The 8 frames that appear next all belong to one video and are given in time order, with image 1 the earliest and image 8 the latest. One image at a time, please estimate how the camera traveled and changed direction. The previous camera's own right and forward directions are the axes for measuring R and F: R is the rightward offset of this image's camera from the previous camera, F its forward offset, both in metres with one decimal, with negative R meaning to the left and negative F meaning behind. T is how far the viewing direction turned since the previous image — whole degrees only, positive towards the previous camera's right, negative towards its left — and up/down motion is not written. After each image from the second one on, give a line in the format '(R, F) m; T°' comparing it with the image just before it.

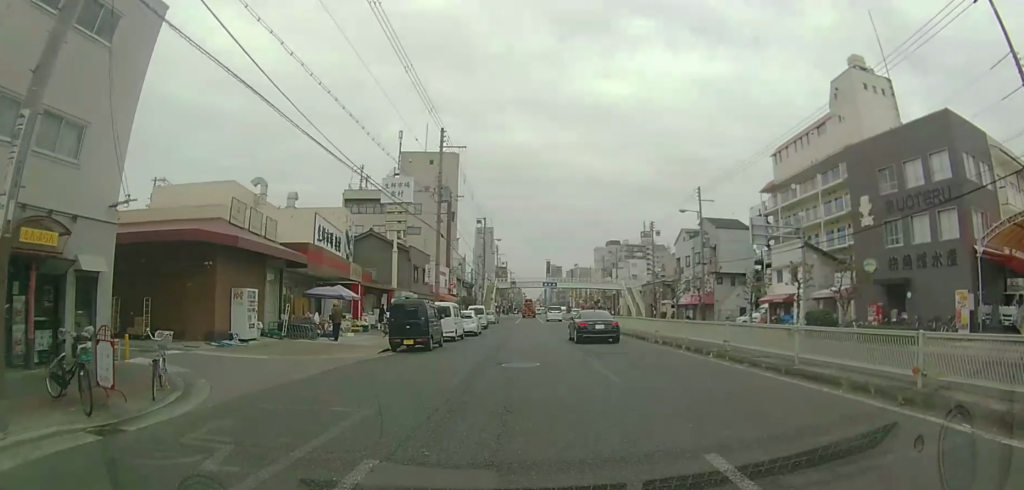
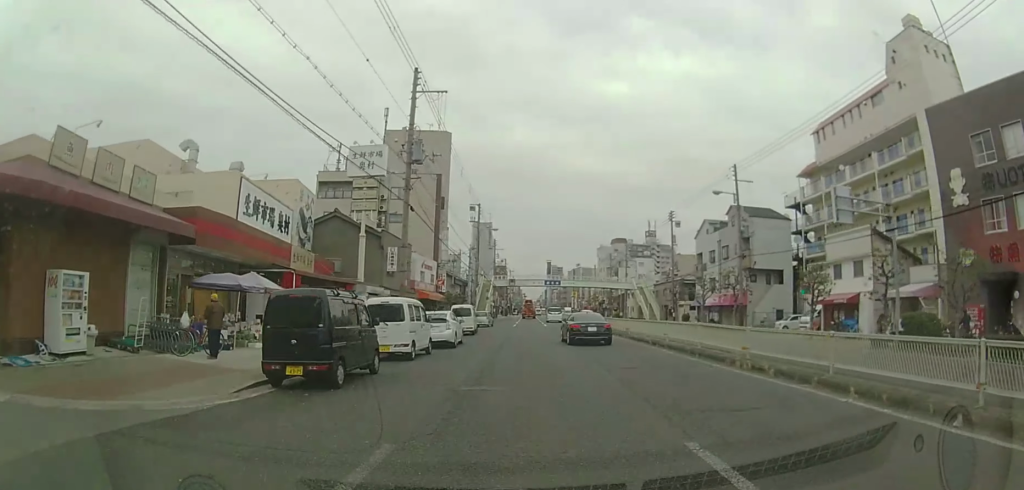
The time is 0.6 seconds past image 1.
(+0.1, +9.4) m; -1°
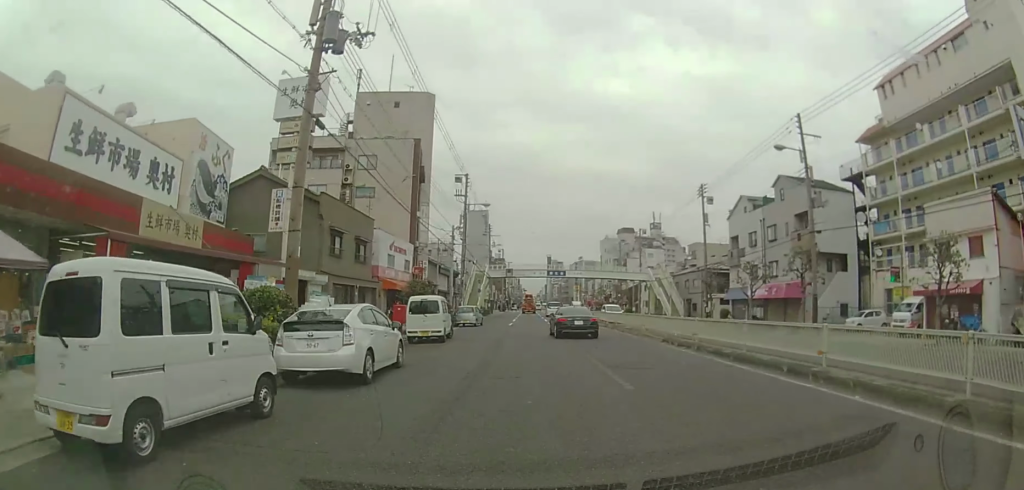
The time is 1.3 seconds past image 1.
(-0.4, +11.9) m; -1°
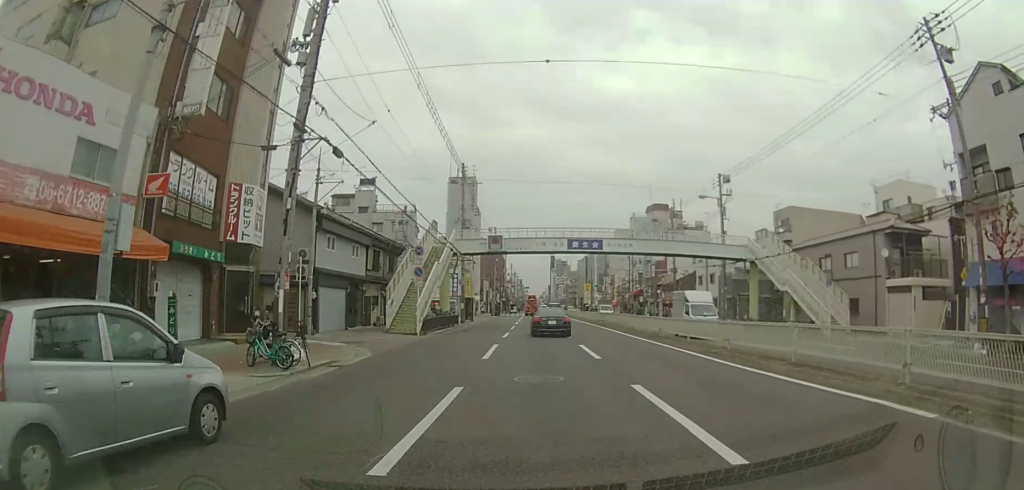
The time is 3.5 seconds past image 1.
(+0.3, +35.1) m; +1°
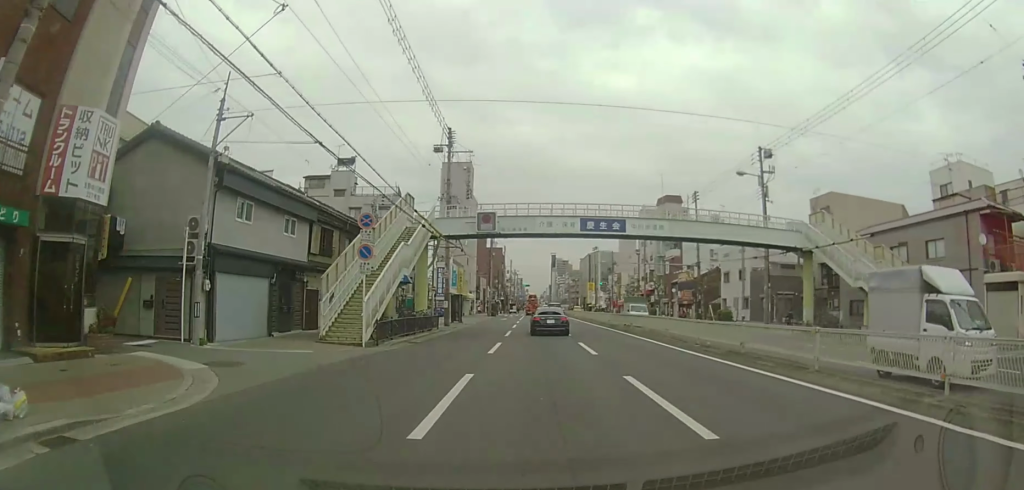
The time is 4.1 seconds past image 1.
(0.0, +9.3) m; 0°
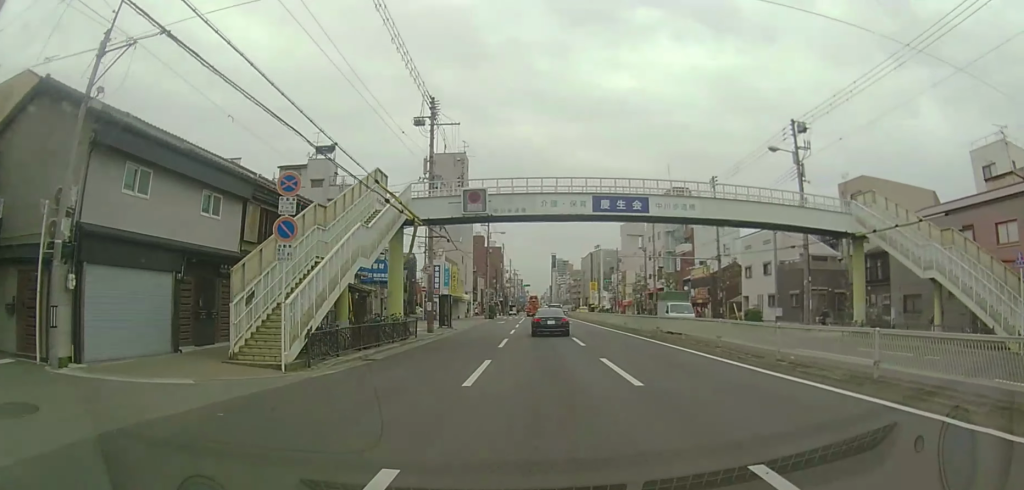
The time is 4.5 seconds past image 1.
(0.0, +6.2) m; 0°
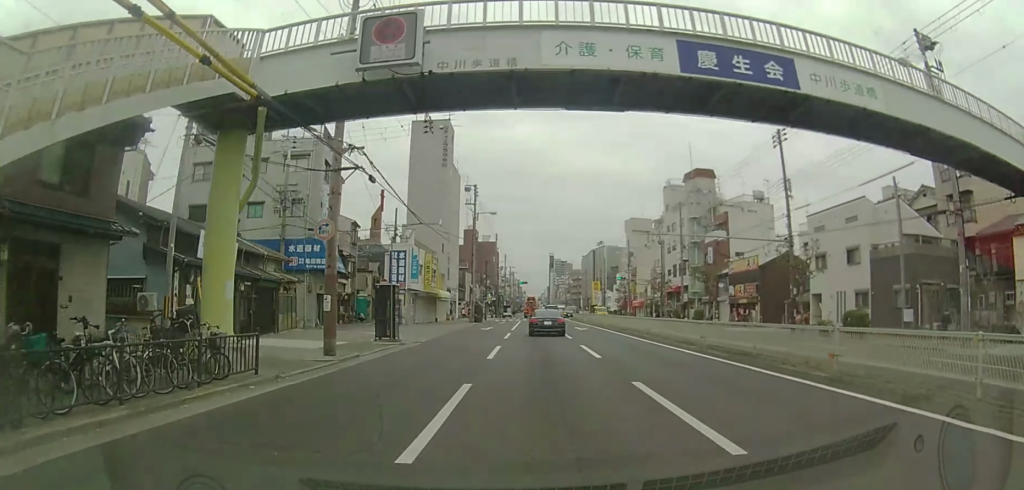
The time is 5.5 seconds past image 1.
(0.0, +14.6) m; 0°
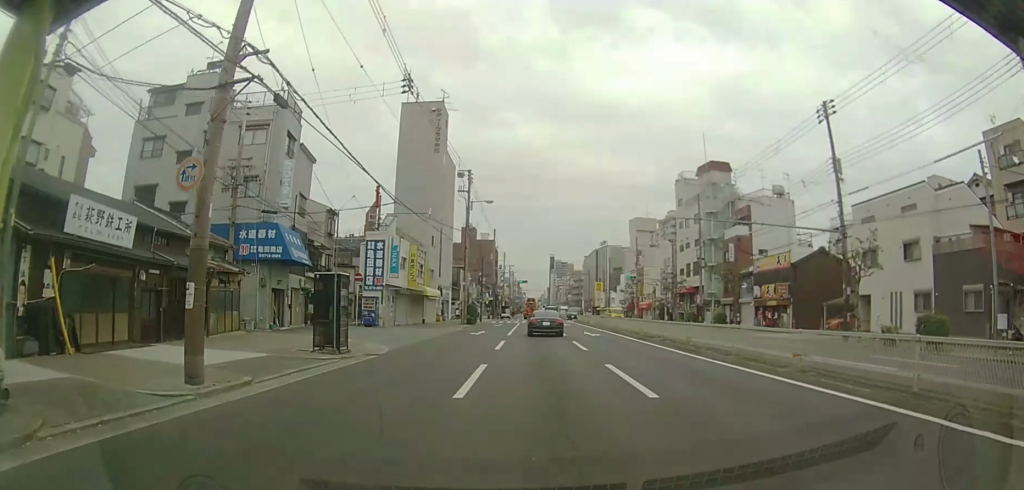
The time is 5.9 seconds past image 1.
(0.0, +6.9) m; 0°
